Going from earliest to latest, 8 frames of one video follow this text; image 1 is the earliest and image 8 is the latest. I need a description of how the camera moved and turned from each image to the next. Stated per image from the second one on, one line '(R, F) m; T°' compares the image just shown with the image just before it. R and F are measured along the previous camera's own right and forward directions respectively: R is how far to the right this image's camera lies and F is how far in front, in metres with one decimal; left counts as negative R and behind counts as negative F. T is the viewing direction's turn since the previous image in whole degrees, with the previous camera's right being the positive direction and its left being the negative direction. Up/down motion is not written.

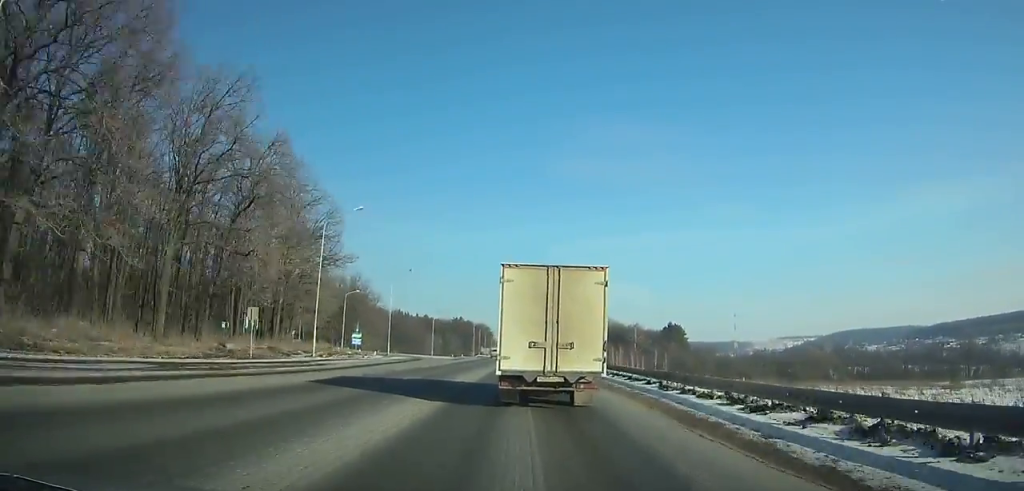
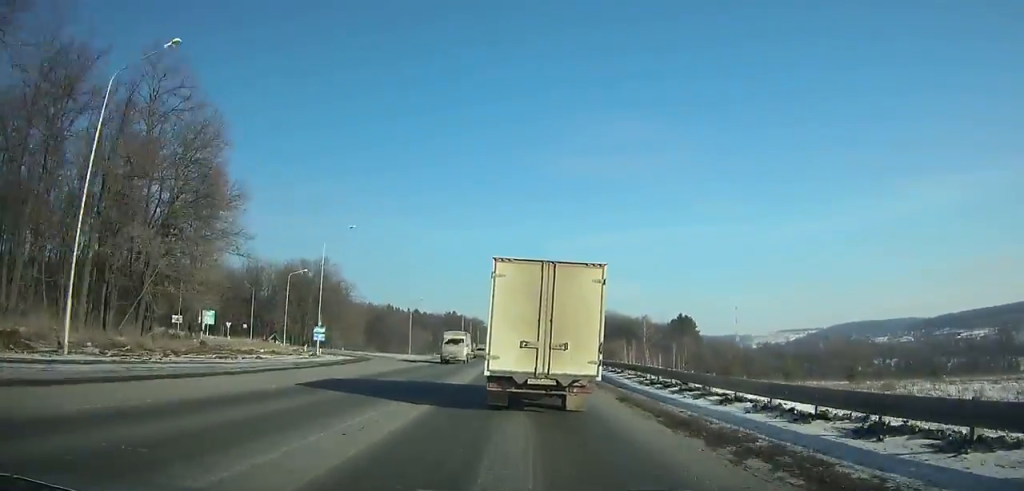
(+0.1, +23.8) m; 0°
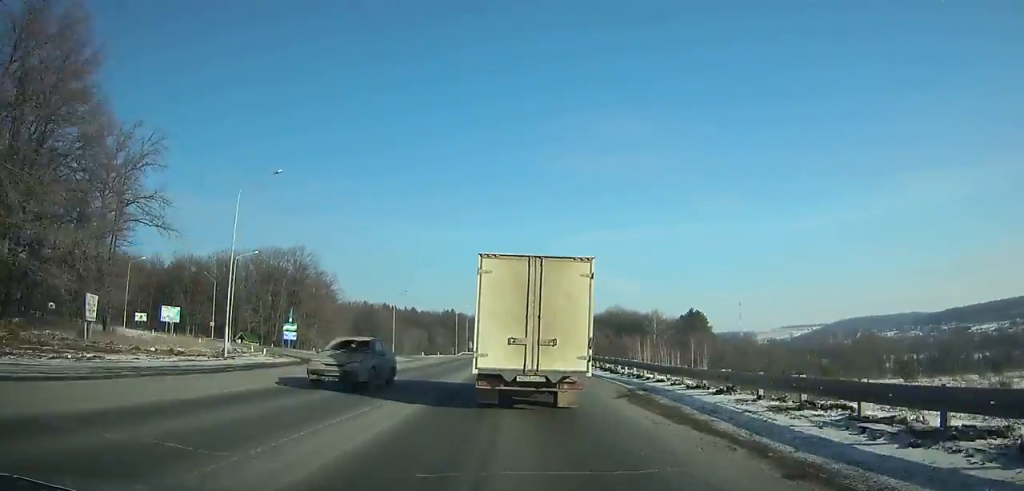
(0.0, +15.7) m; 0°
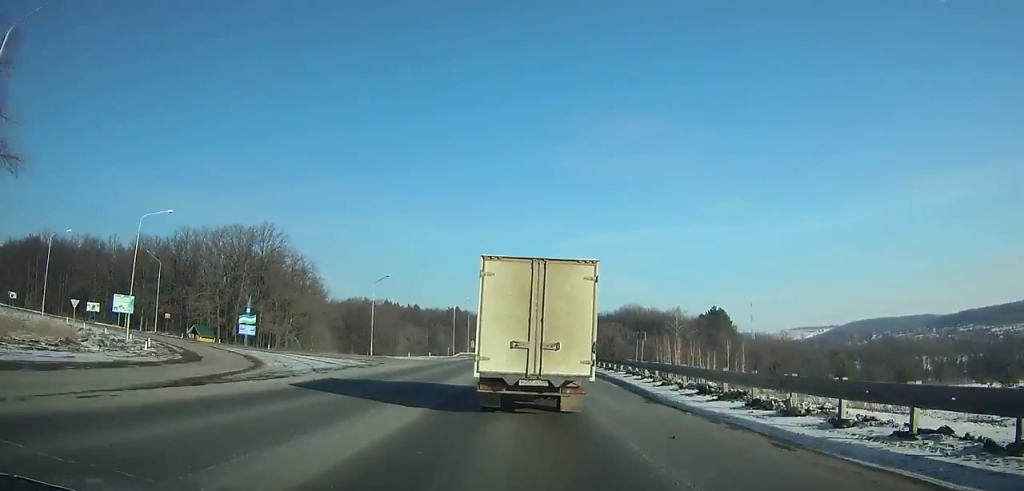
(-0.2, +19.3) m; -1°
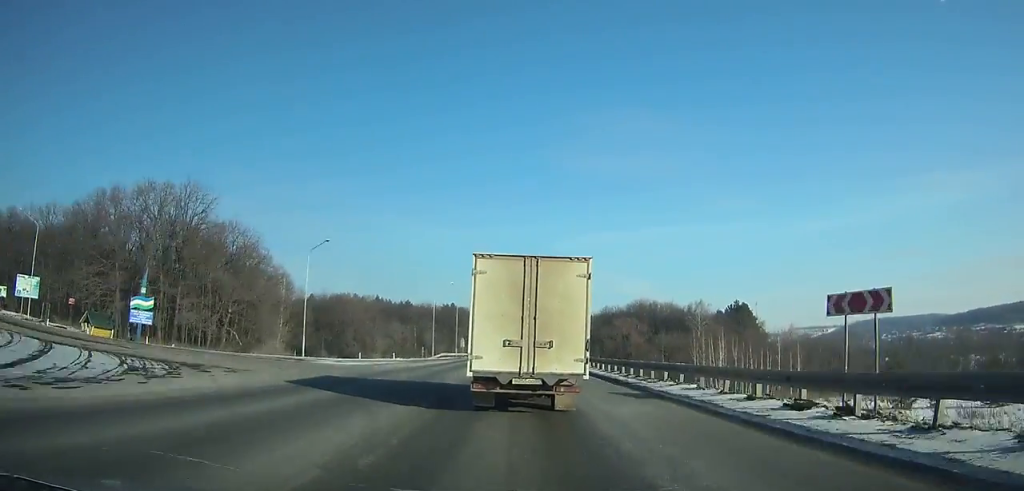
(-0.1, +24.8) m; 0°
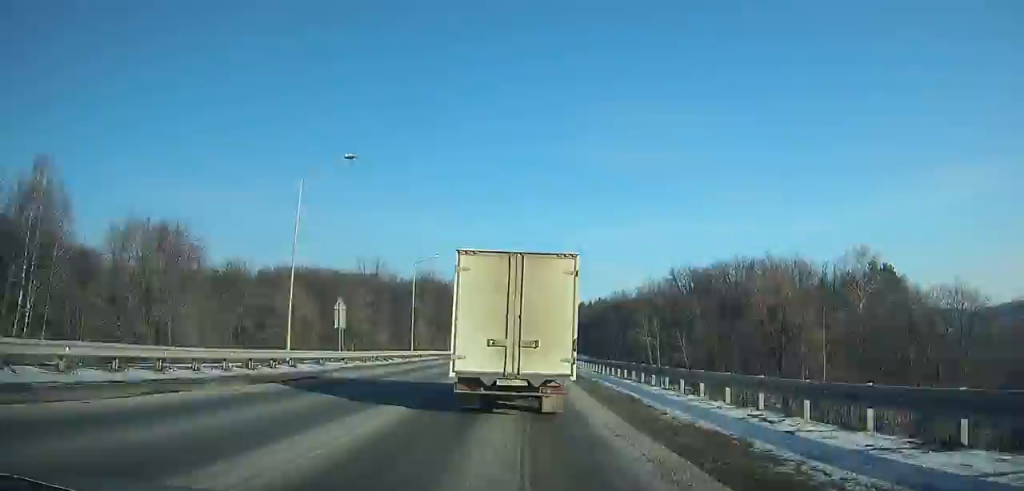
(+0.2, +83.0) m; +1°
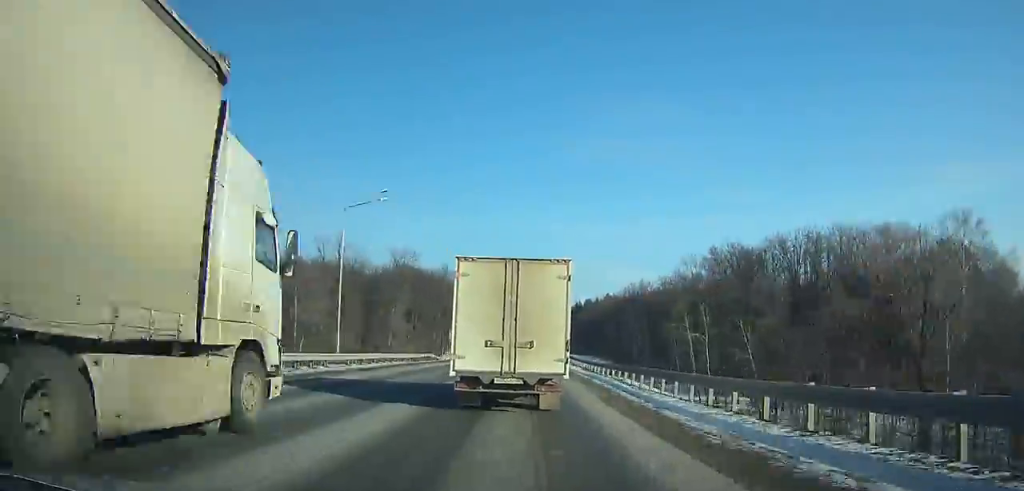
(0.0, +24.4) m; 0°
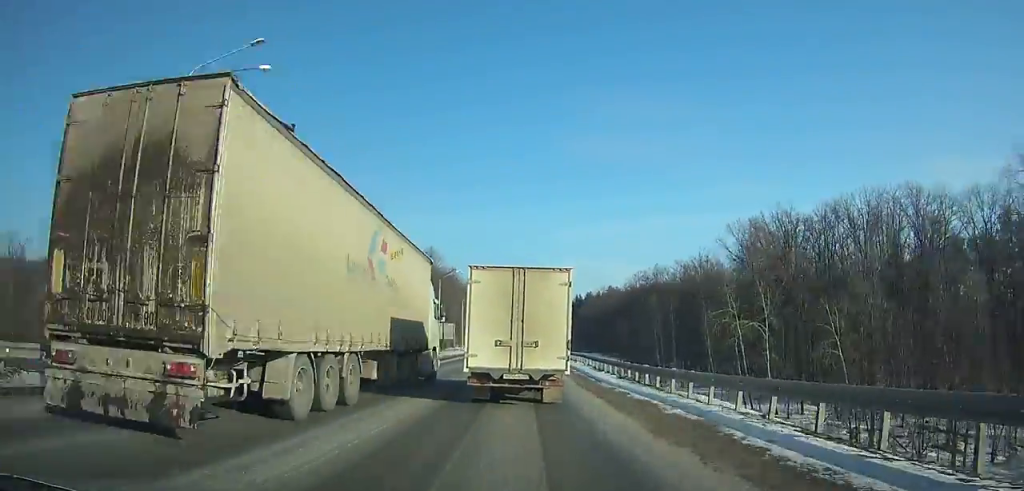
(0.0, +19.2) m; 0°
